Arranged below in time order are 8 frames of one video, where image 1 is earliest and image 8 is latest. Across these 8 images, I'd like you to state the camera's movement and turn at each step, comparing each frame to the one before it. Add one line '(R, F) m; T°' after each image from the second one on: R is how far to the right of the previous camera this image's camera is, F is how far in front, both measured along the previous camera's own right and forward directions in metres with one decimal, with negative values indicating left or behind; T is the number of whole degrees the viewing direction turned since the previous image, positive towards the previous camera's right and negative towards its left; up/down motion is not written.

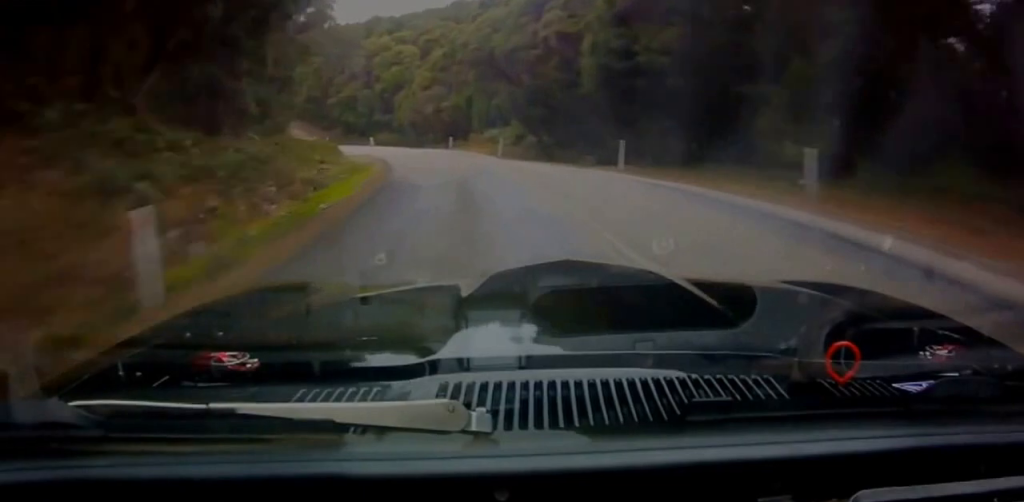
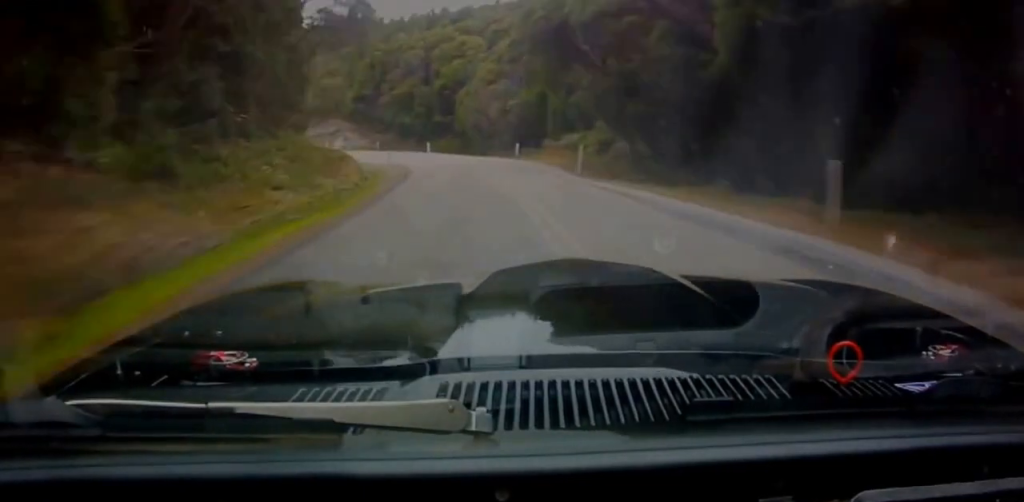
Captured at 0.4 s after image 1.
(-2.1, +10.9) m; -17°
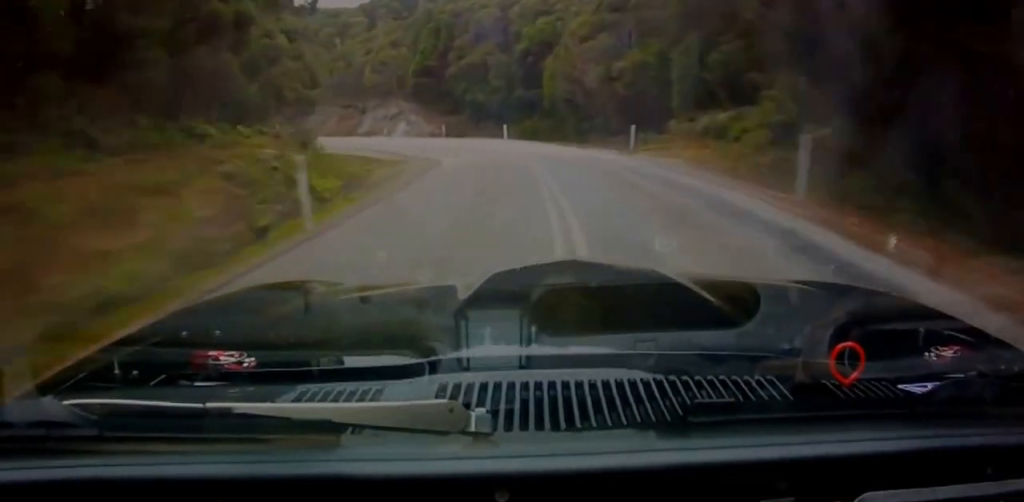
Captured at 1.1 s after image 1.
(-3.4, +15.5) m; -23°
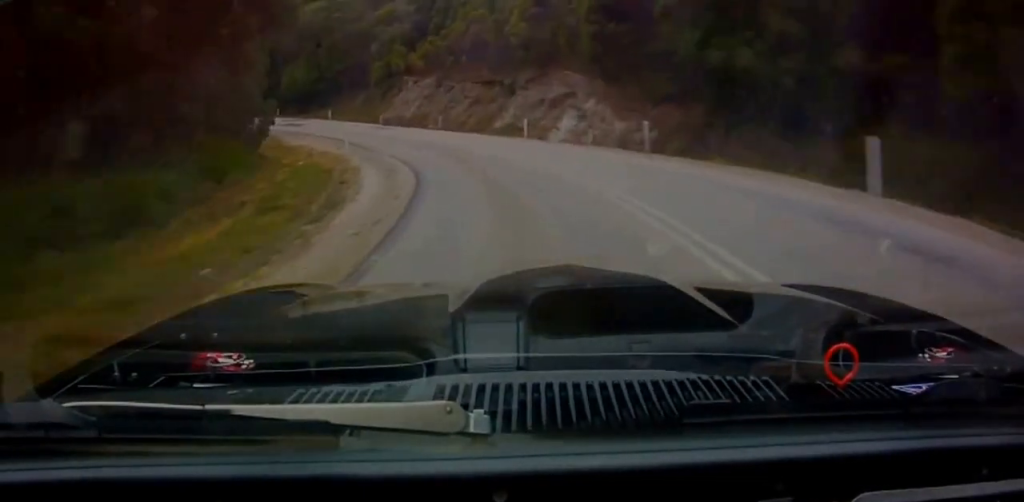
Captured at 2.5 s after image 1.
(-14.9, +37.5) m; -36°
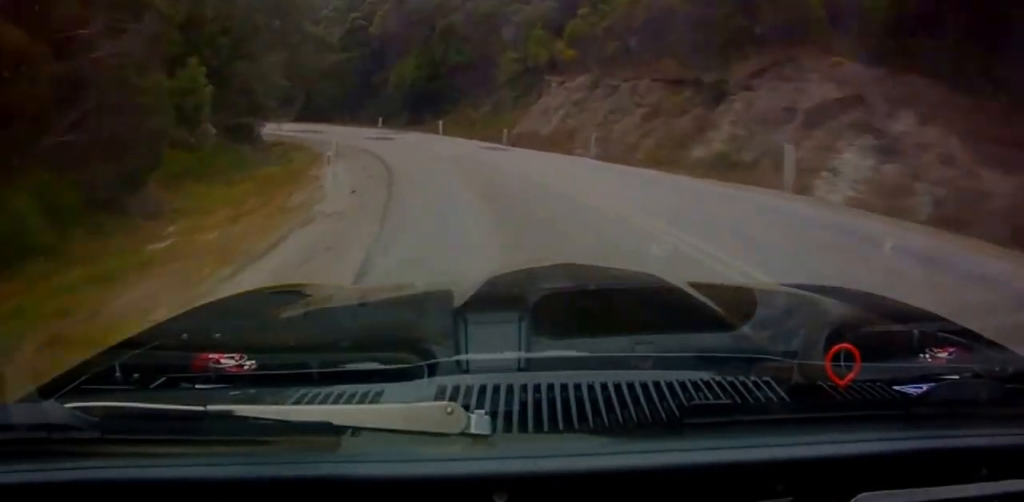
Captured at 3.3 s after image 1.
(-3.3, +23.2) m; -14°
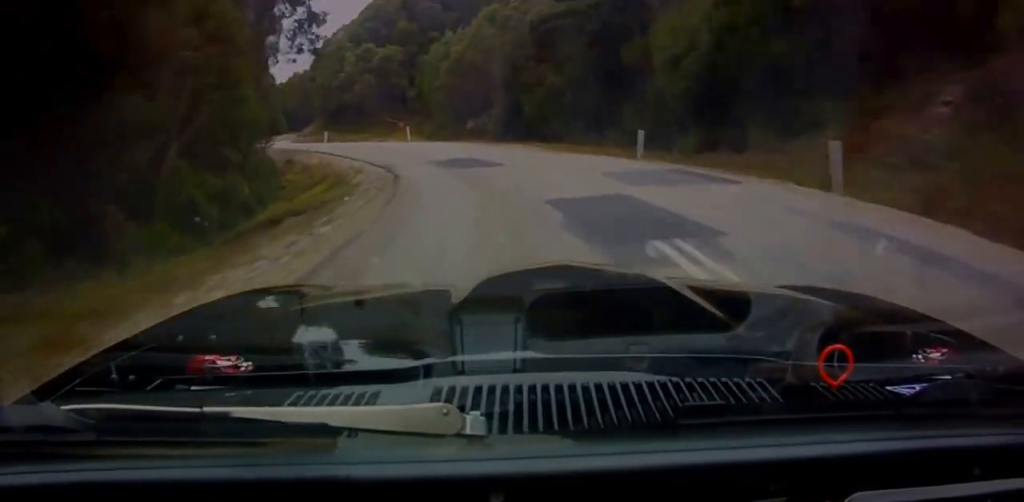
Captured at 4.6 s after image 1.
(-7.6, +42.0) m; -20°
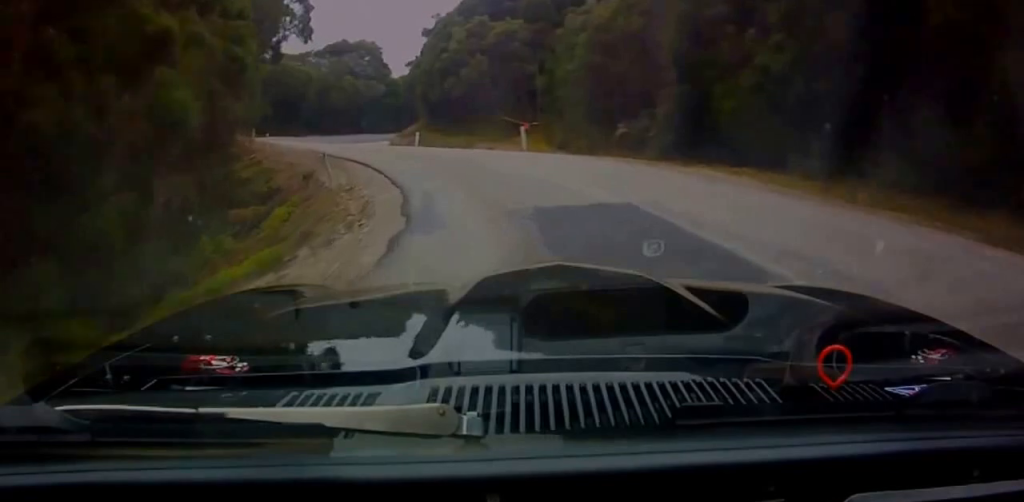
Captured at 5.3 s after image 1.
(-2.1, +20.7) m; -7°
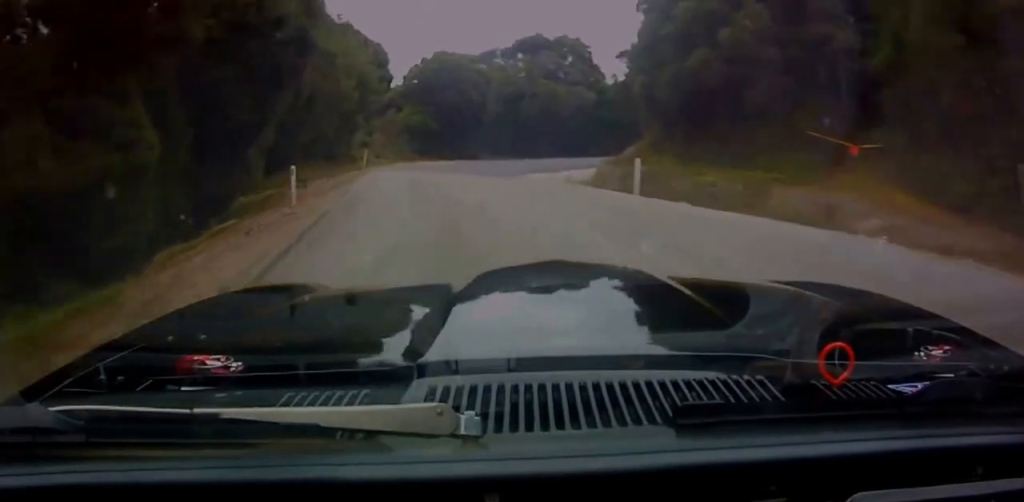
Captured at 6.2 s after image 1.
(-2.1, +27.3) m; -6°
